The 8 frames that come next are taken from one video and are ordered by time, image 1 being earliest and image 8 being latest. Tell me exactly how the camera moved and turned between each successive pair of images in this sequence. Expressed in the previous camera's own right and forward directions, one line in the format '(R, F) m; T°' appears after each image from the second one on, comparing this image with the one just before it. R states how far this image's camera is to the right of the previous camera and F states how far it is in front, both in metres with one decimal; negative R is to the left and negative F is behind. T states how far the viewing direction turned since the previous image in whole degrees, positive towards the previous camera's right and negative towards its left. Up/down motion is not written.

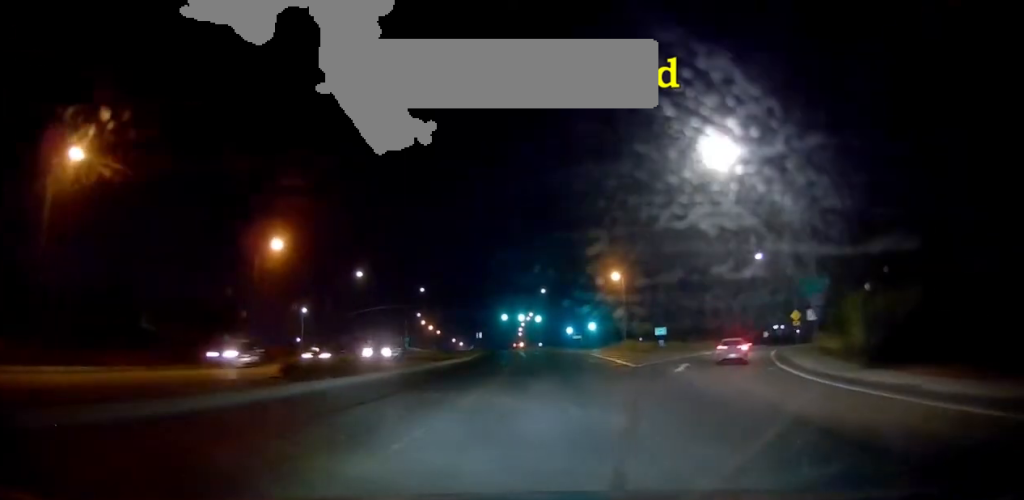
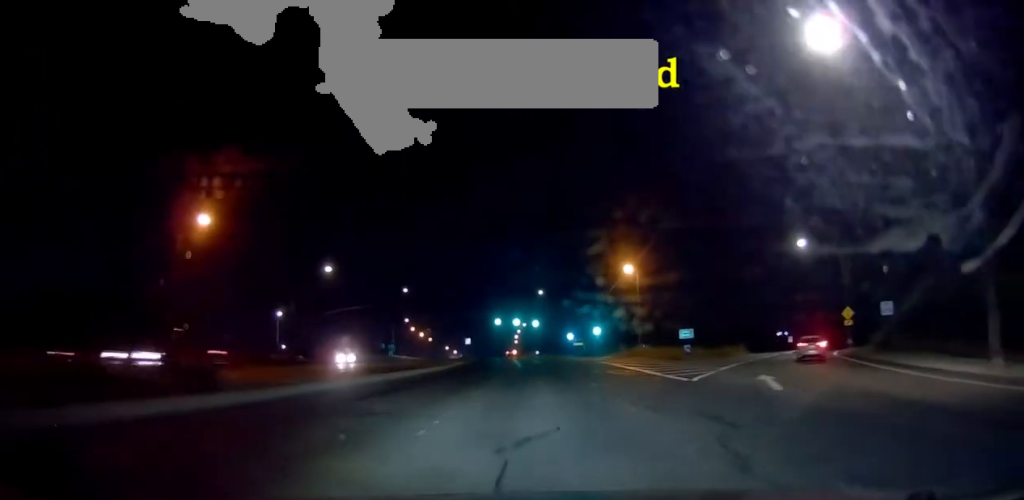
(+0.6, +12.2) m; +1°
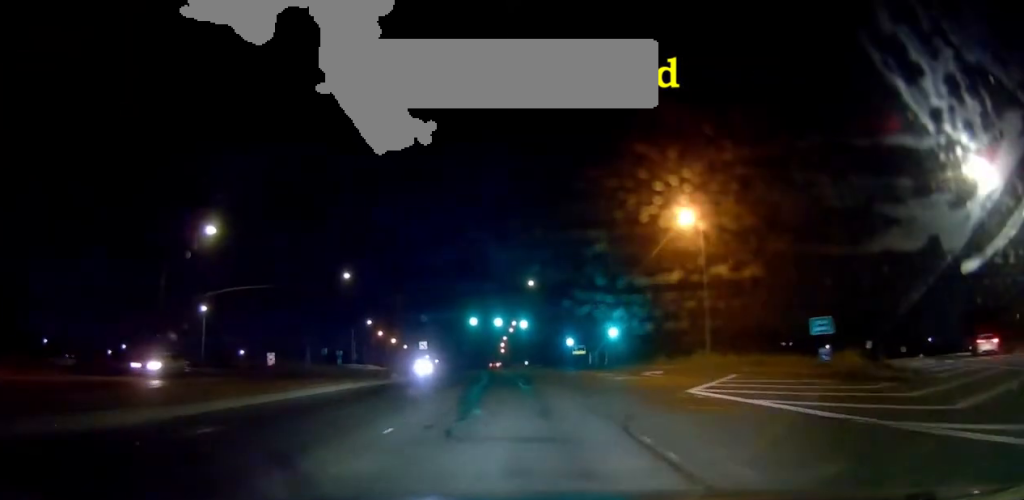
(-0.6, +28.0) m; -3°
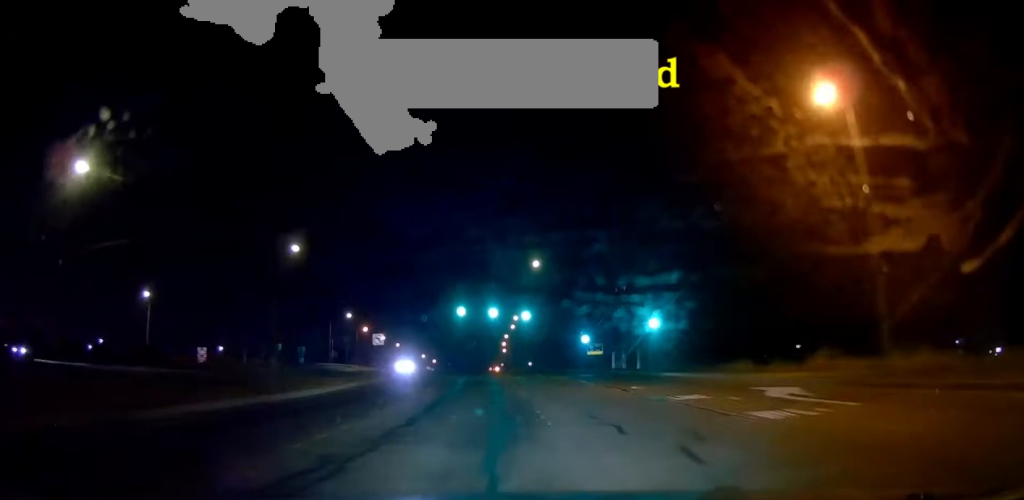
(-0.1, +18.4) m; +1°
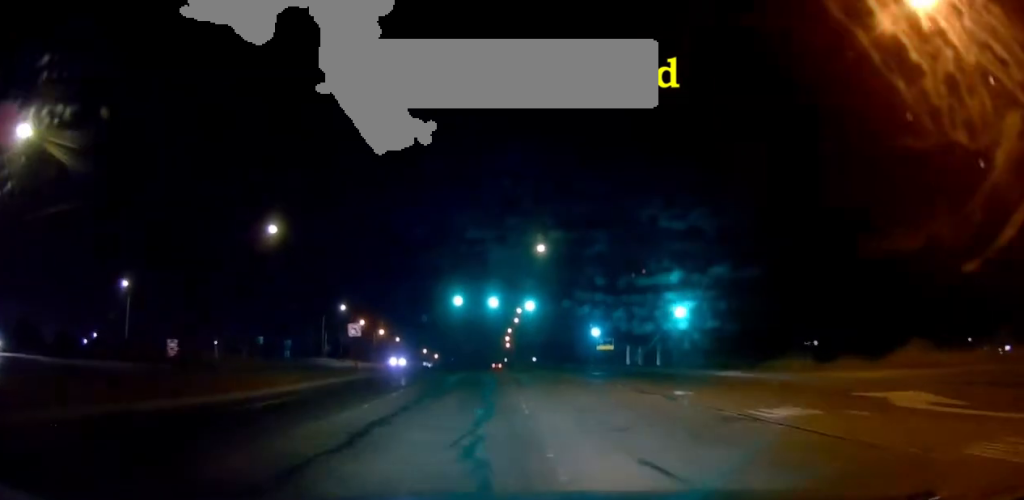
(+0.1, +6.4) m; +1°
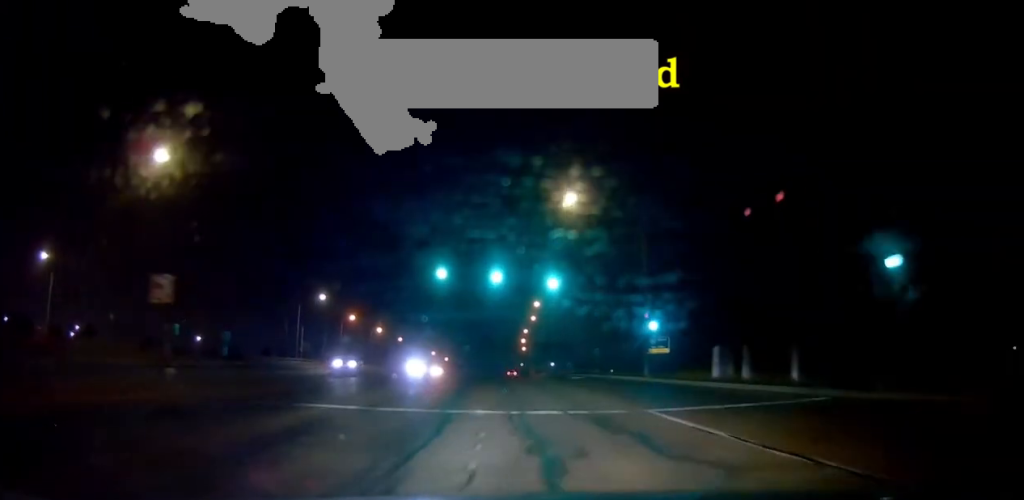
(+0.1, +20.6) m; 0°
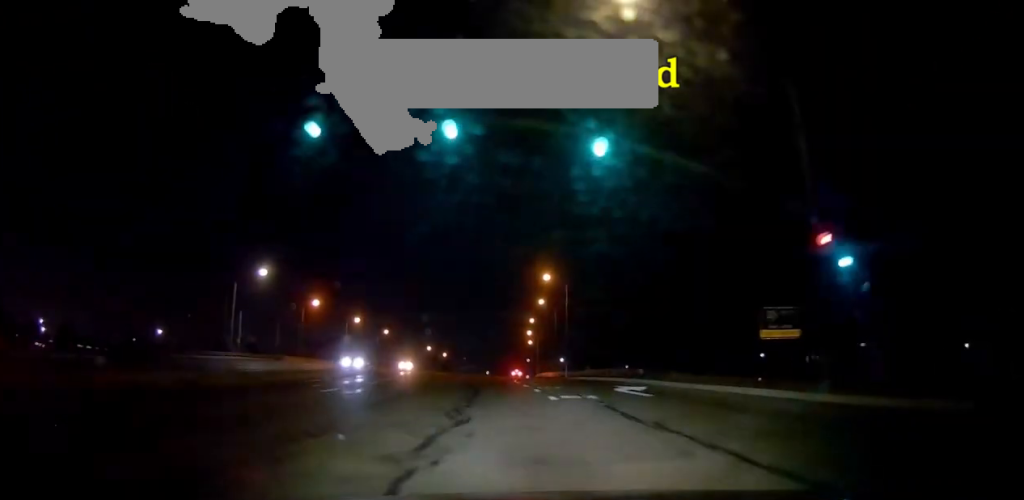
(-0.7, +23.6) m; -2°
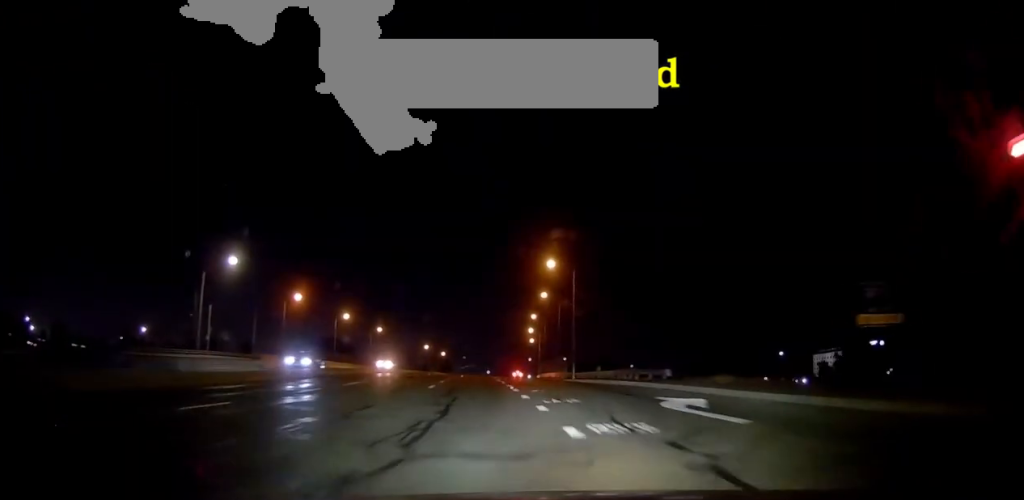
(-0.1, +8.1) m; 0°
